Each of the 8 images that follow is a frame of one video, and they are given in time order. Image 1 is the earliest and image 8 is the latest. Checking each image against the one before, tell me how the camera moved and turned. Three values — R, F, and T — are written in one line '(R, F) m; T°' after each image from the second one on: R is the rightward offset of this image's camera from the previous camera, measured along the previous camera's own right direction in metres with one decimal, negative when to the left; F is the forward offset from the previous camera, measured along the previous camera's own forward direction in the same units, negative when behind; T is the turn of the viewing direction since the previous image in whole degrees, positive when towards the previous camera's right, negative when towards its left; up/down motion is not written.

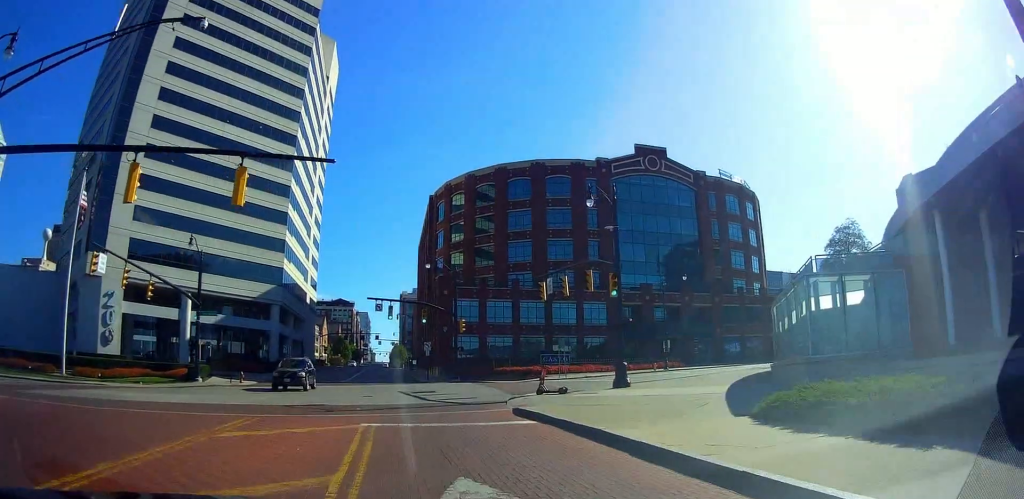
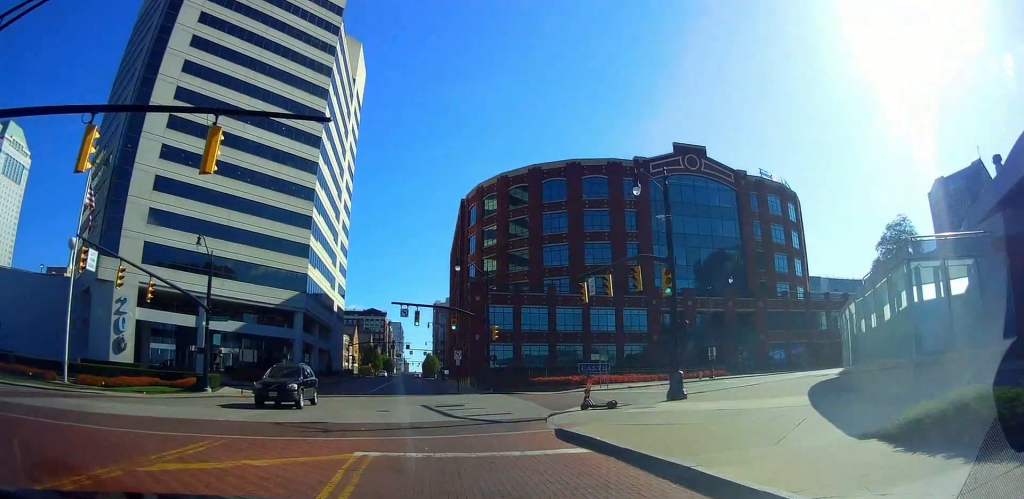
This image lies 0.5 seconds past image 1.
(0.0, +3.2) m; 0°
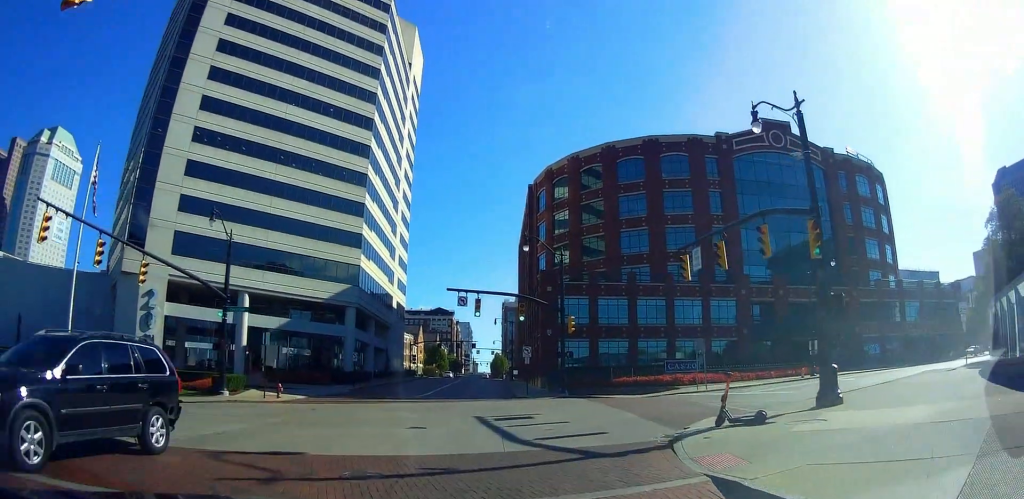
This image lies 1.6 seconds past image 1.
(0.0, +6.4) m; 0°
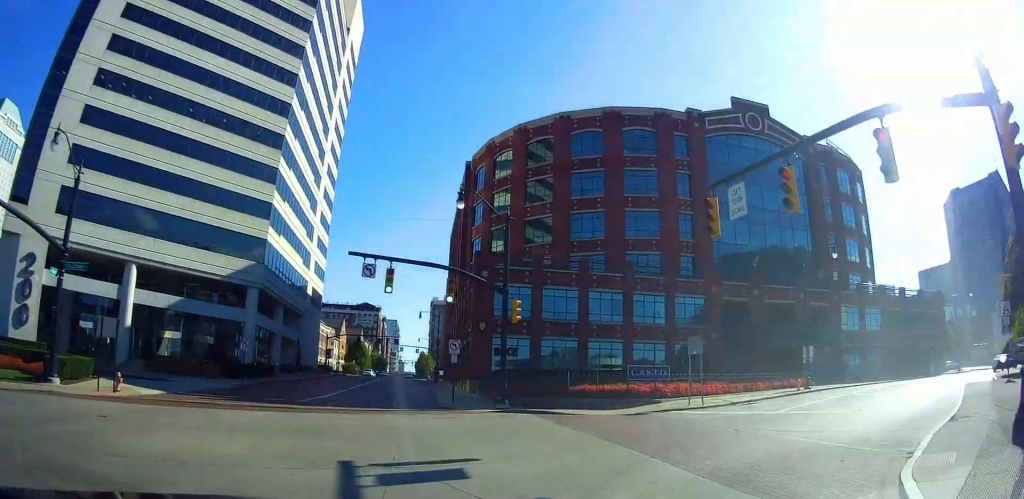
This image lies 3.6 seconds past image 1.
(+0.6, +9.3) m; +17°
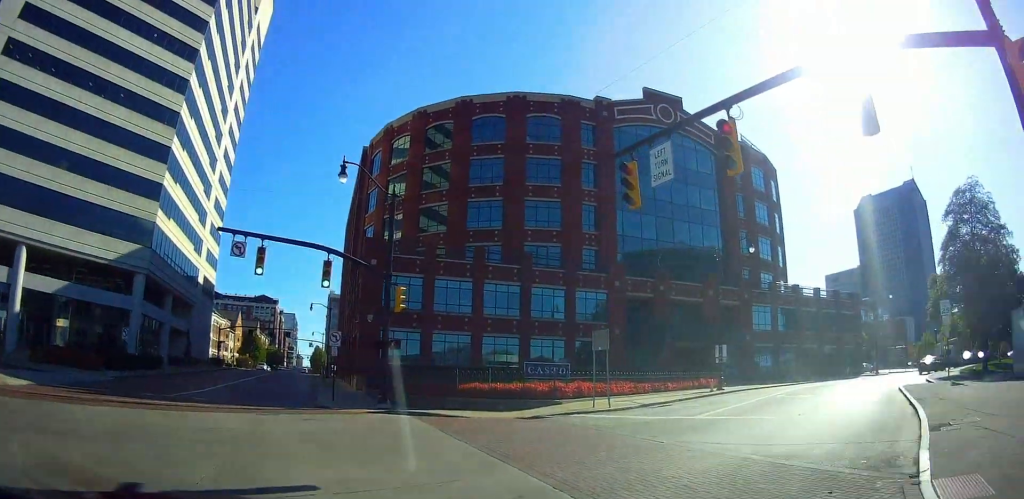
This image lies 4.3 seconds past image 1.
(+0.3, +2.9) m; +11°
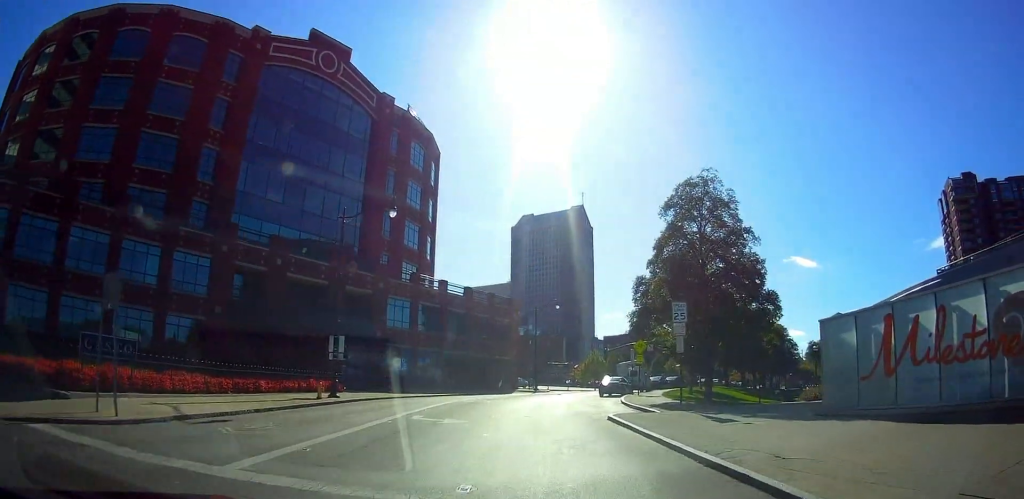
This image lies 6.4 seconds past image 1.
(+2.4, +8.9) m; +17°
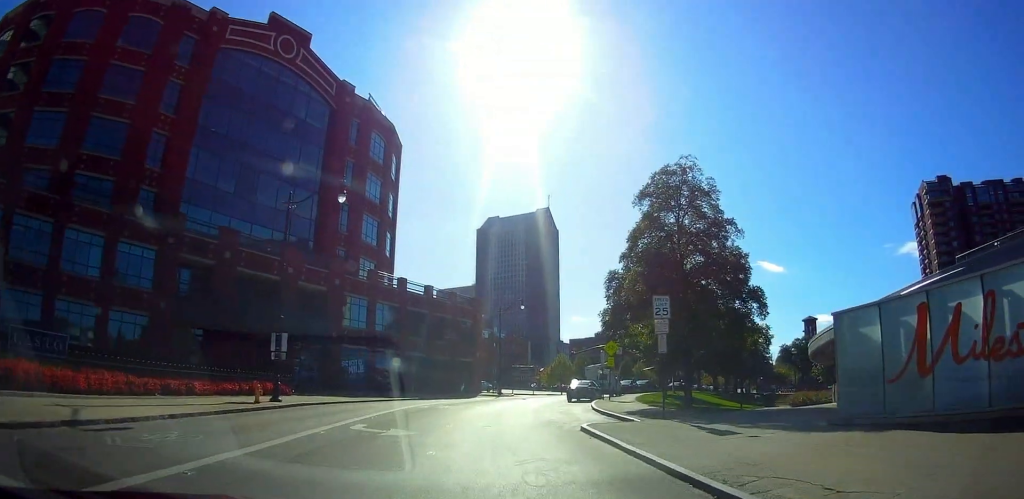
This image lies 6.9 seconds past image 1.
(-0.2, +2.5) m; -2°
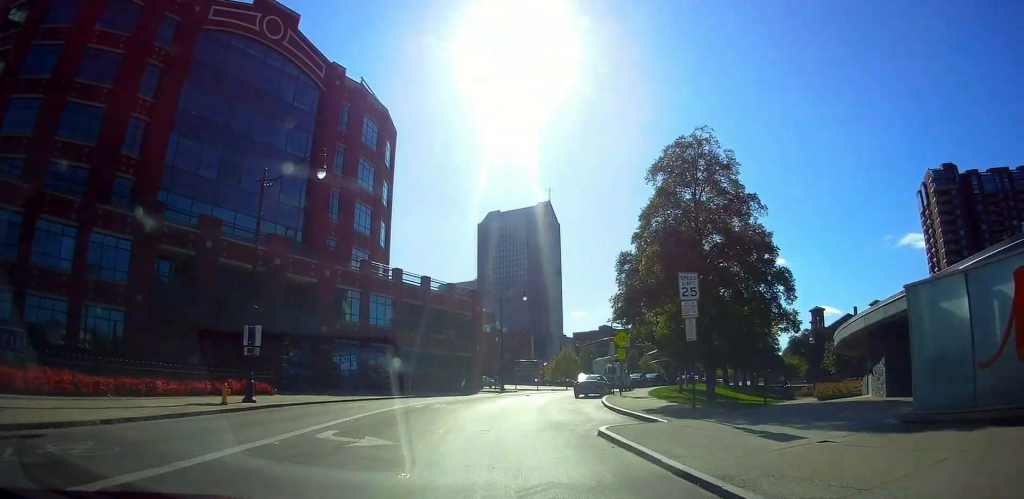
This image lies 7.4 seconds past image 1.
(-0.1, +2.7) m; -1°
